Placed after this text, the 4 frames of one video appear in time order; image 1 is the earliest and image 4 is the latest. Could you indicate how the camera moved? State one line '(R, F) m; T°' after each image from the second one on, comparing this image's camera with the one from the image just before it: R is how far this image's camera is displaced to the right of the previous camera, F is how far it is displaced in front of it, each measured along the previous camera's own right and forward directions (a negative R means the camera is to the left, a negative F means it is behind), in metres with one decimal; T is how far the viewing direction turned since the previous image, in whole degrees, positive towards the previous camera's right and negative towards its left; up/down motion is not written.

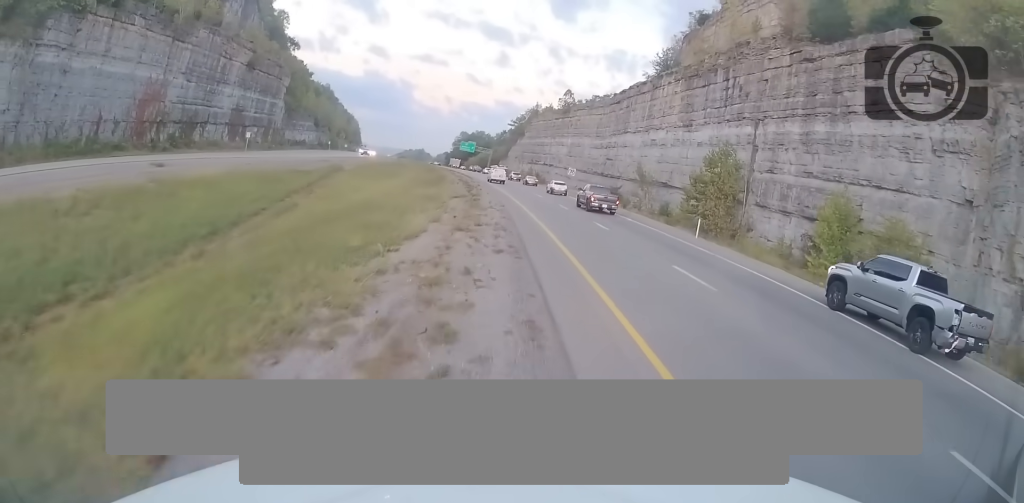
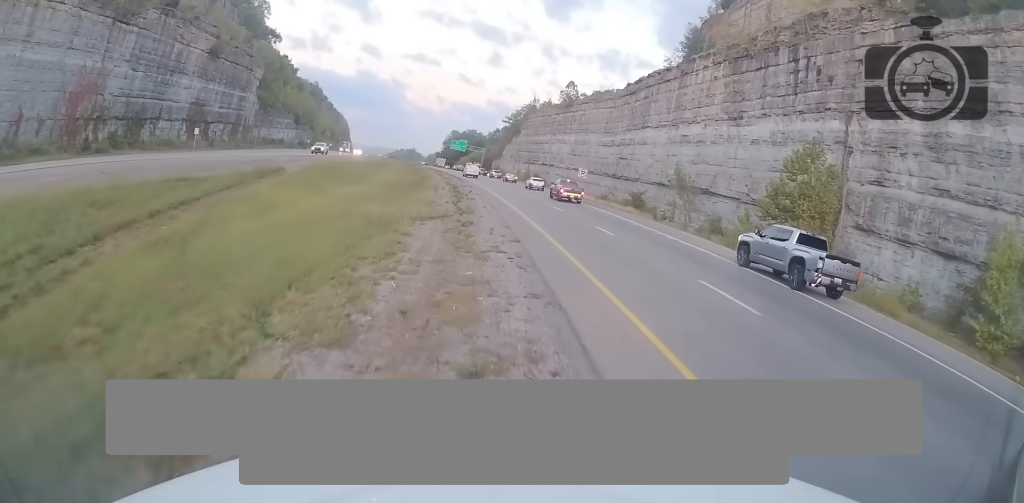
(-0.3, +14.8) m; 0°
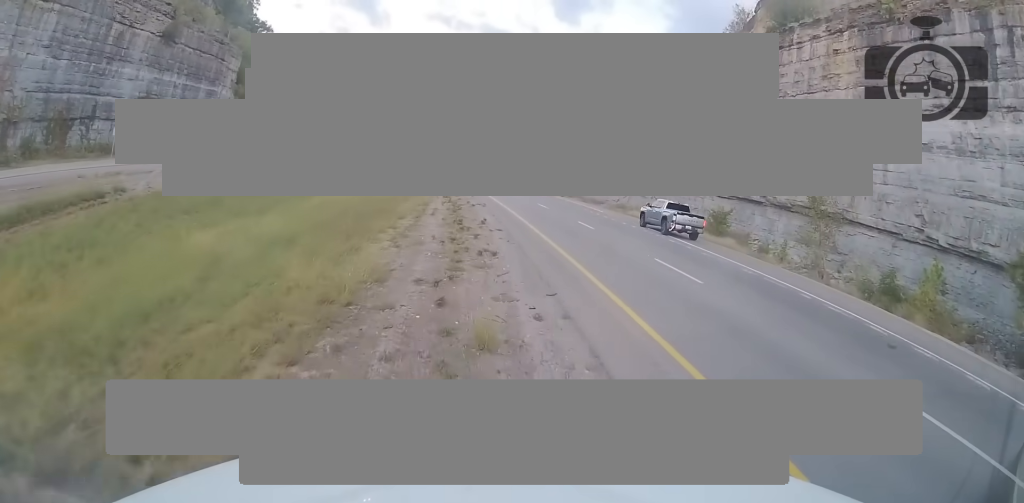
(+0.2, +20.6) m; -1°
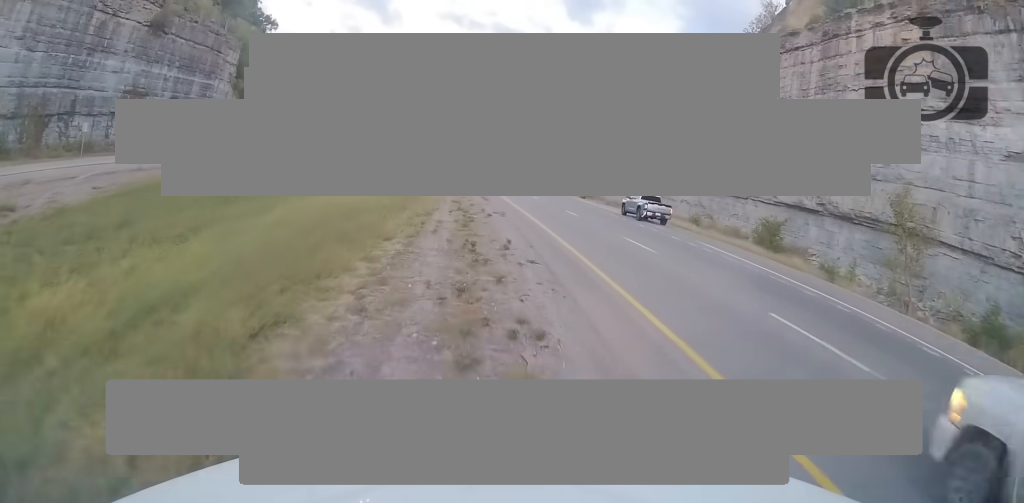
(0.0, +7.1) m; -2°
